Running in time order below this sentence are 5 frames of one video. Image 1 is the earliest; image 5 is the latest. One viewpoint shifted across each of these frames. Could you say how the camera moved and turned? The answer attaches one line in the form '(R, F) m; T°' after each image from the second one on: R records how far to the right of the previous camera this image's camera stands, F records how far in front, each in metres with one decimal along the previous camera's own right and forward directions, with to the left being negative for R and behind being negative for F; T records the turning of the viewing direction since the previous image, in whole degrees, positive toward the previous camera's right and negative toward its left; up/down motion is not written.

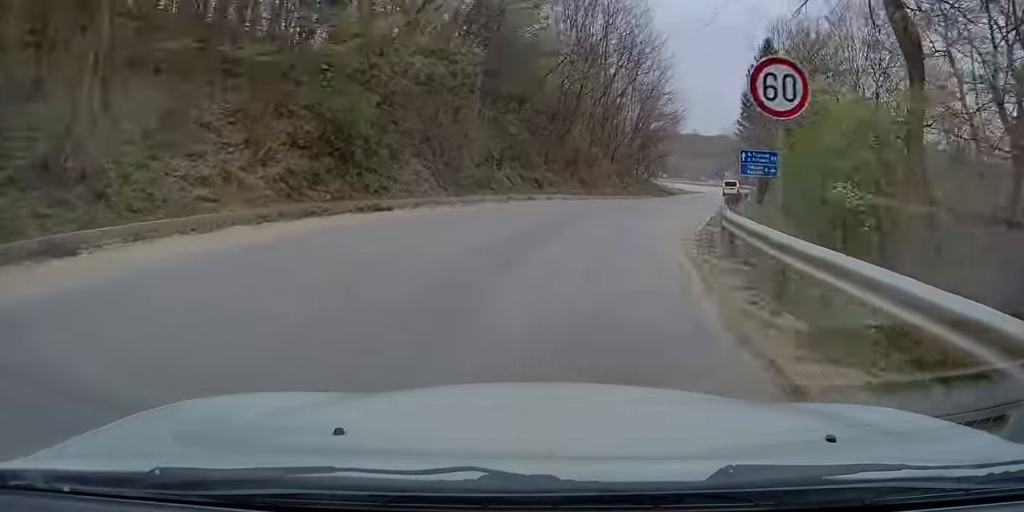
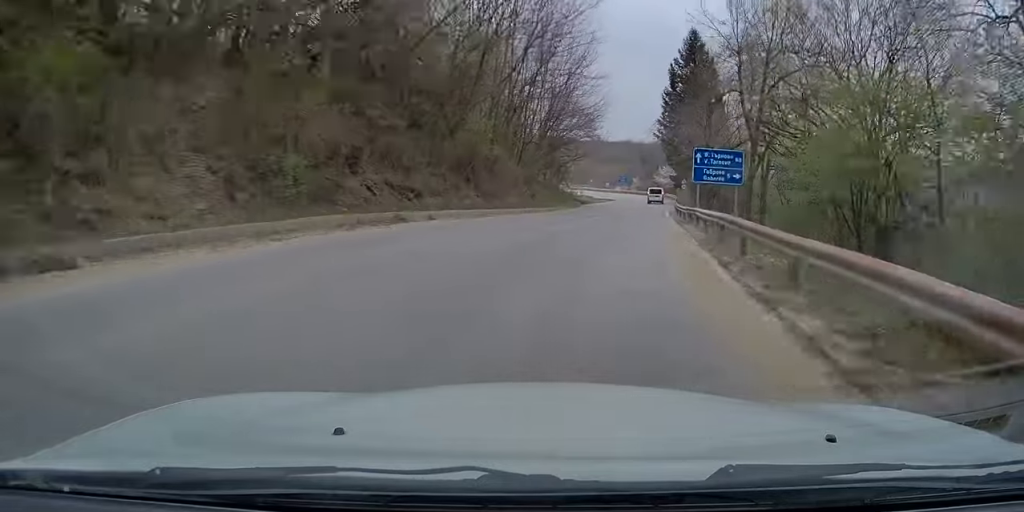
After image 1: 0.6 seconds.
(+1.0, +10.1) m; +7°
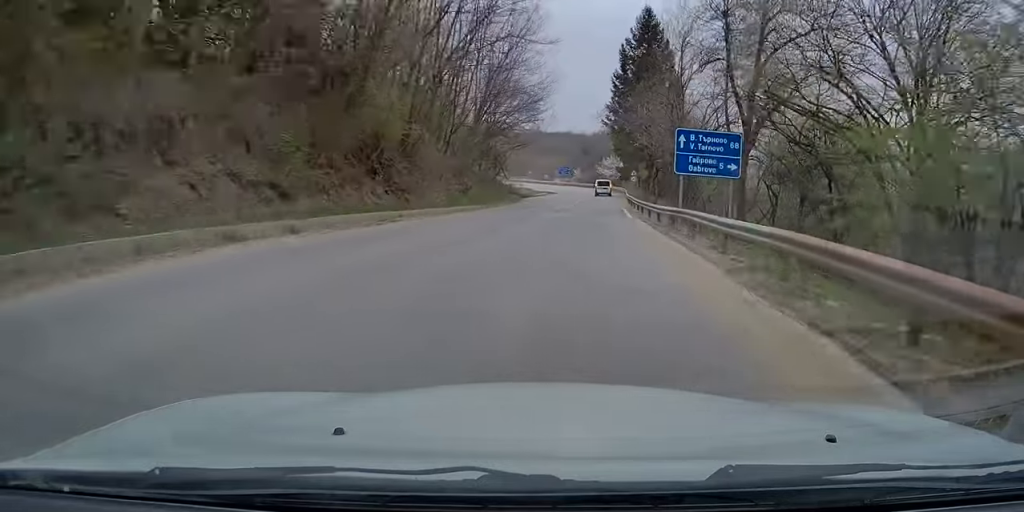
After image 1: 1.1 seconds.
(+0.2, +7.4) m; +4°
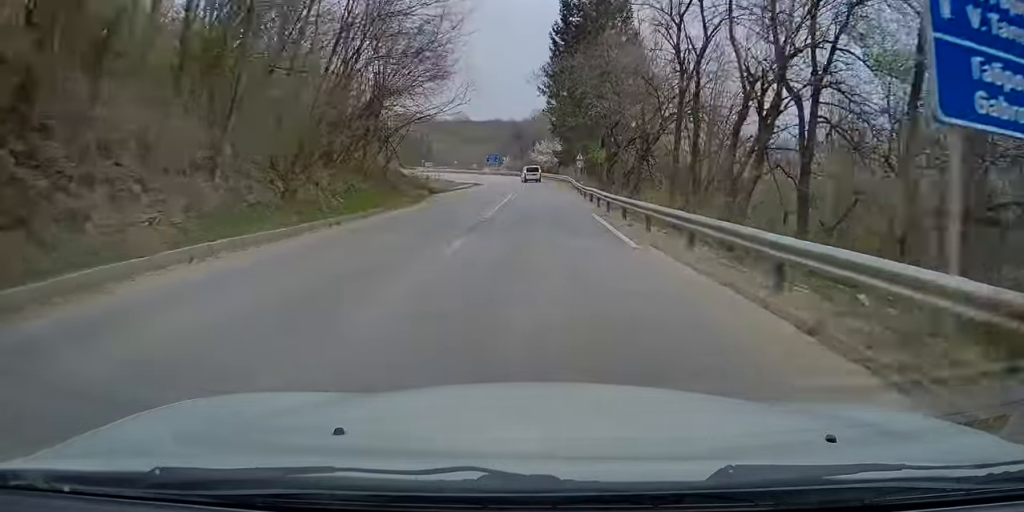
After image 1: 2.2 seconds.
(+1.4, +17.4) m; +5°
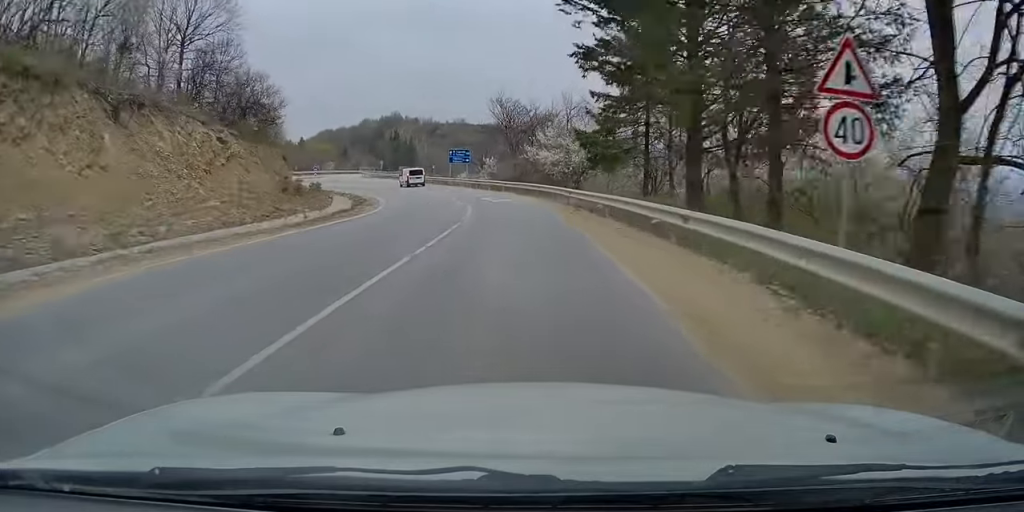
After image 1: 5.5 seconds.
(+0.1, +51.3) m; -3°
